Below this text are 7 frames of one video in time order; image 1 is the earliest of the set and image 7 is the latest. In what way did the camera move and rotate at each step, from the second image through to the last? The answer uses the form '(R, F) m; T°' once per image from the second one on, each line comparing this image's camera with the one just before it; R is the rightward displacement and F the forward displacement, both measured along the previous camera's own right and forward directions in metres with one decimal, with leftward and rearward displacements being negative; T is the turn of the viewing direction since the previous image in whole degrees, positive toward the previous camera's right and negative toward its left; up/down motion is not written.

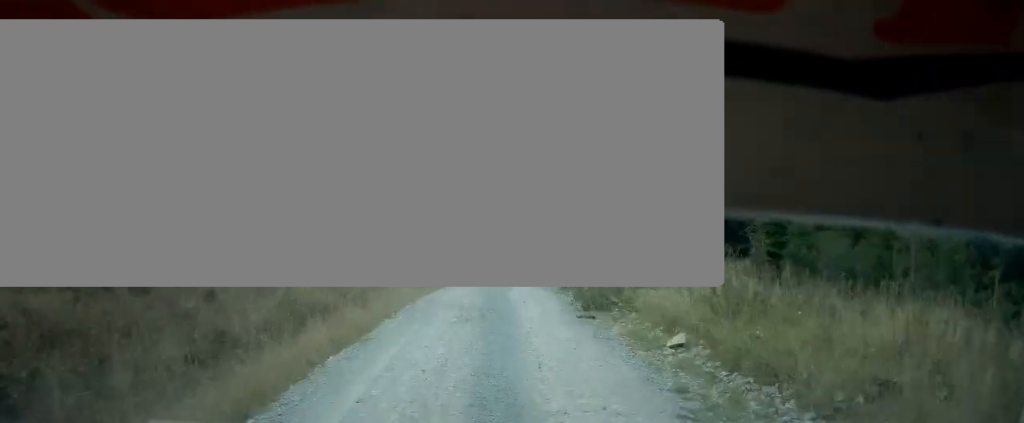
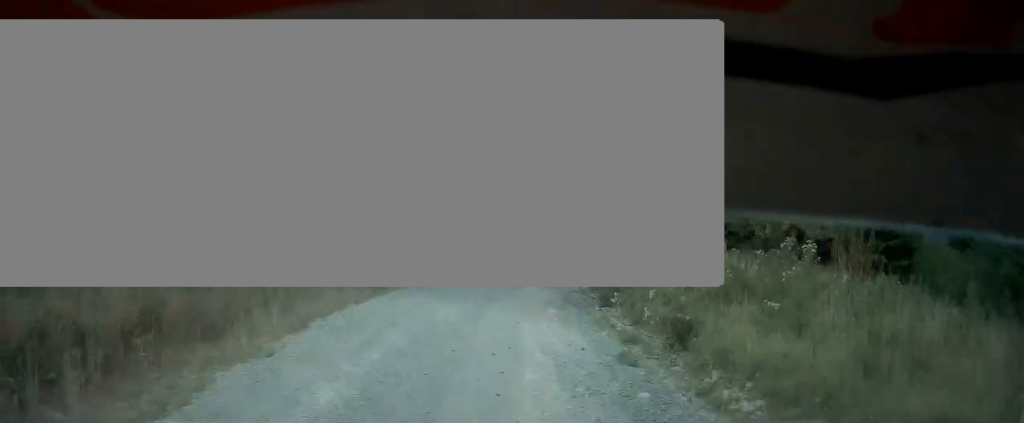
(+2.0, +16.9) m; +20°
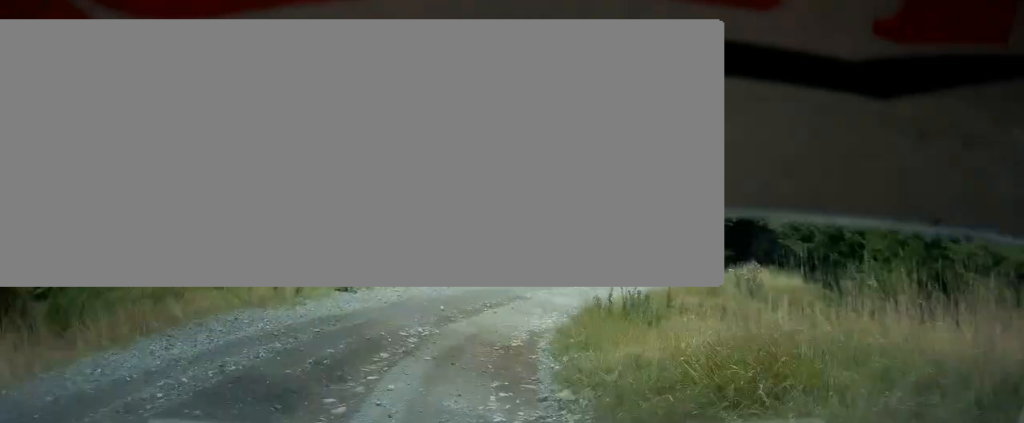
(+6.4, +20.1) m; +26°
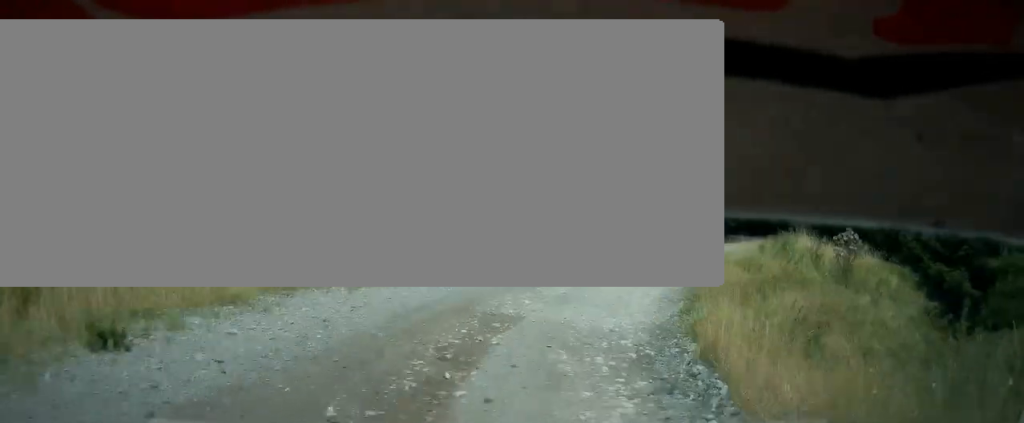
(+0.7, +9.5) m; +7°
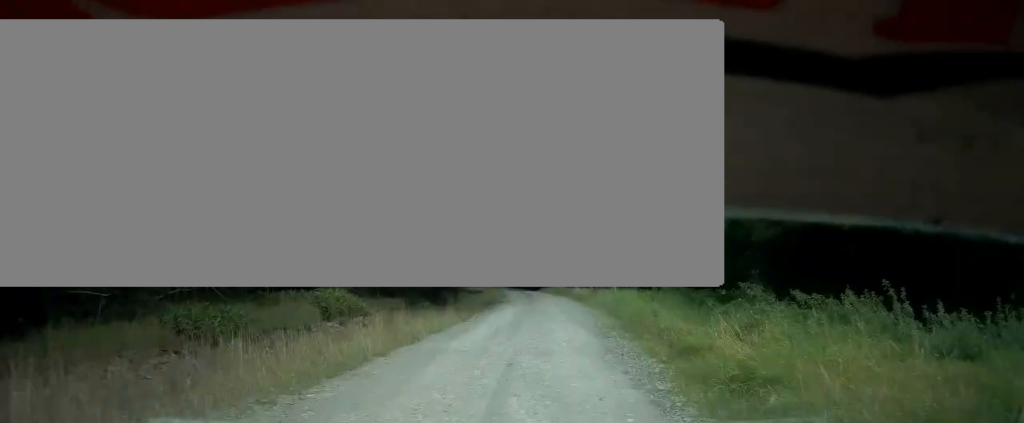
(+1.5, +21.1) m; +4°
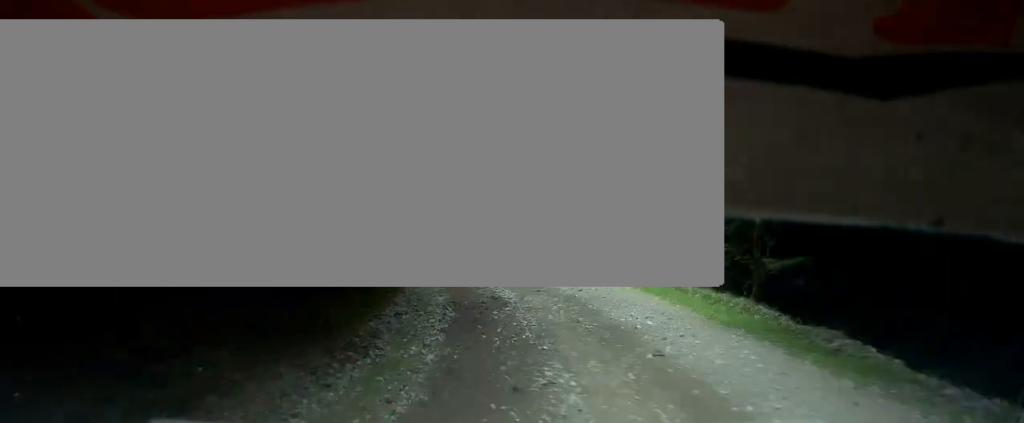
(-8.0, +72.8) m; -13°
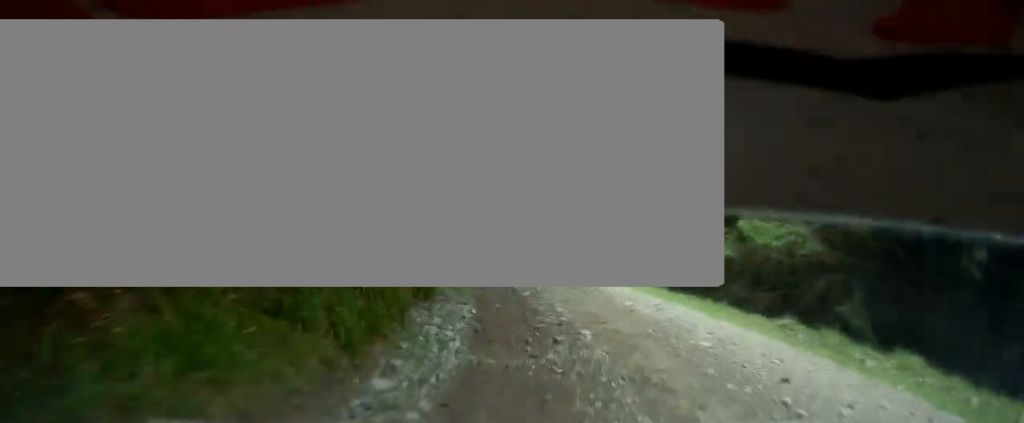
(0.0, +28.8) m; -4°
